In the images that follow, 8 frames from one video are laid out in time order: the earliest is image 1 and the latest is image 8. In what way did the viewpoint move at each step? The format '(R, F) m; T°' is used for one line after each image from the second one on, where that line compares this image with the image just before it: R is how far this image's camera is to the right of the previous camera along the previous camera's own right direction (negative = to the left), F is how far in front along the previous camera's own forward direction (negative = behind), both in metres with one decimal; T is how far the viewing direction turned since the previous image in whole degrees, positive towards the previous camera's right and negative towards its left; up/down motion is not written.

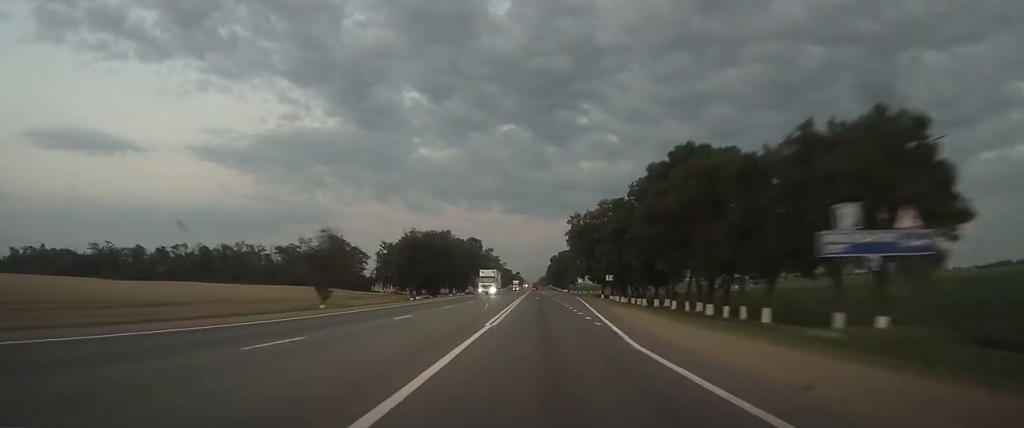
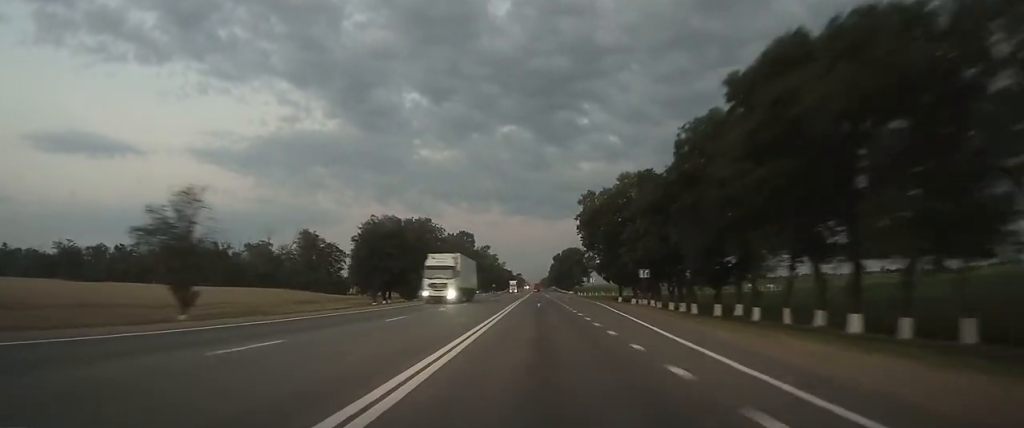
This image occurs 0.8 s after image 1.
(0.0, +24.8) m; 0°
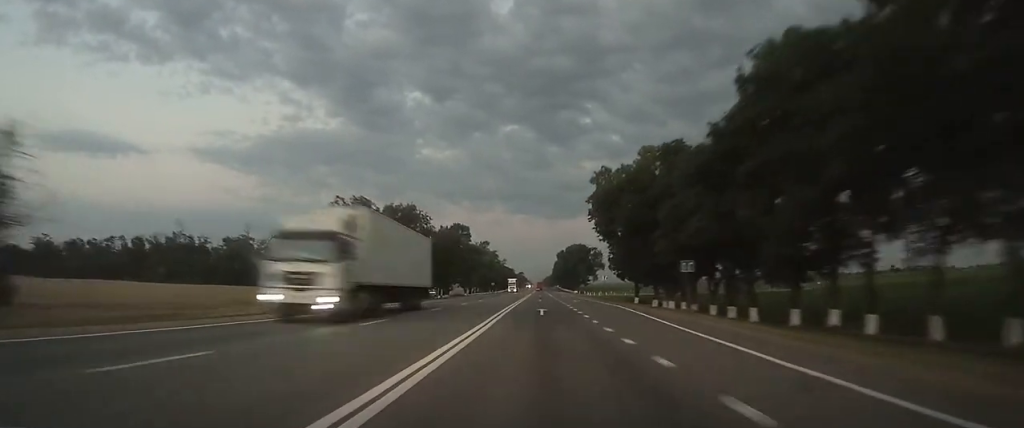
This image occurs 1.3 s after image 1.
(0.0, +14.9) m; 0°
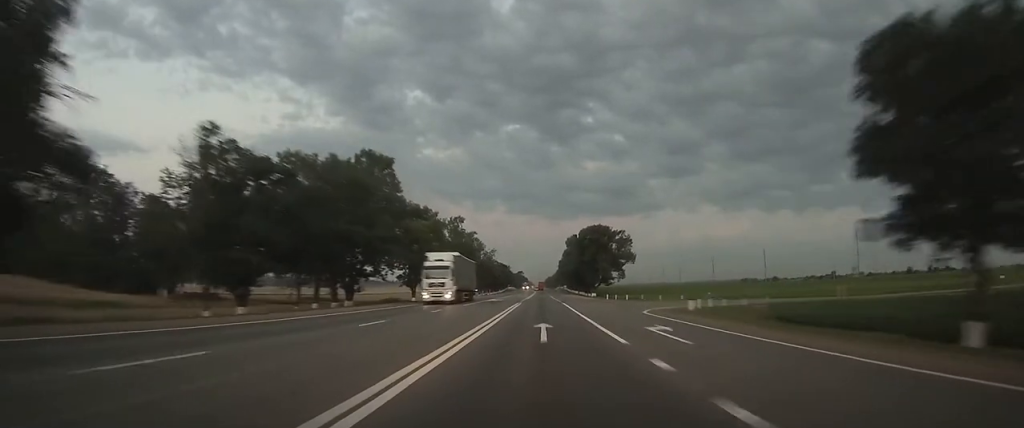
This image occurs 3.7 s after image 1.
(-0.1, +72.3) m; 0°
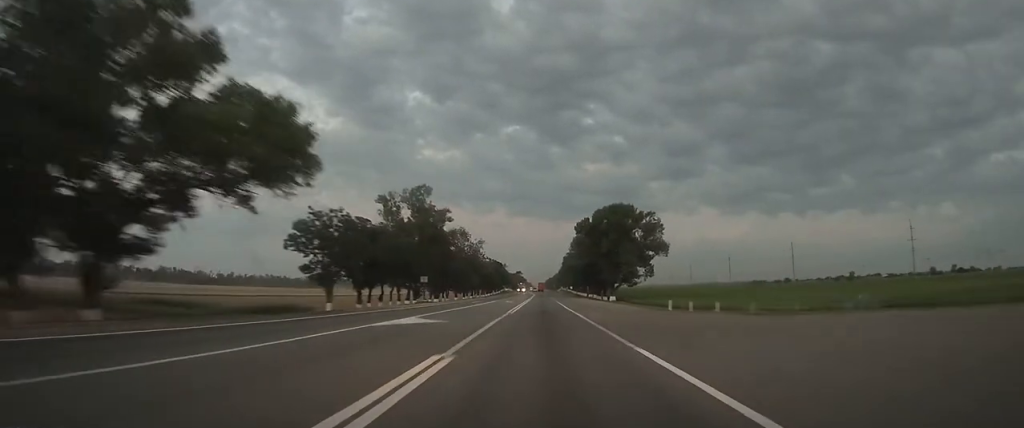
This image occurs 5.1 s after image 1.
(-0.1, +41.5) m; 0°
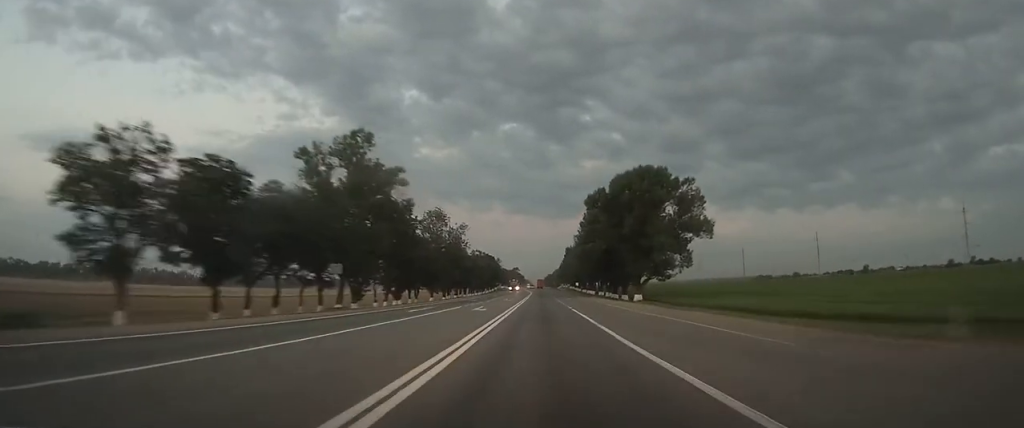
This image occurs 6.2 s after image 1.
(0.0, +32.6) m; 0°
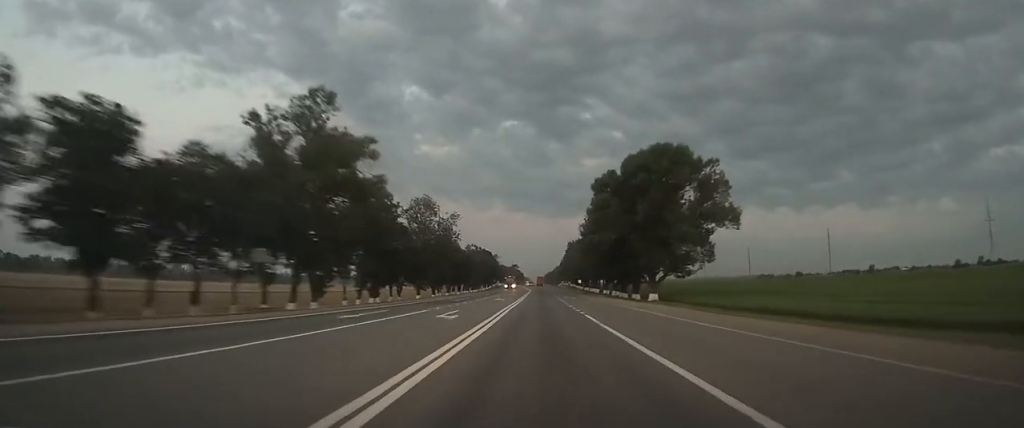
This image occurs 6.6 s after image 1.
(0.0, +12.3) m; 0°
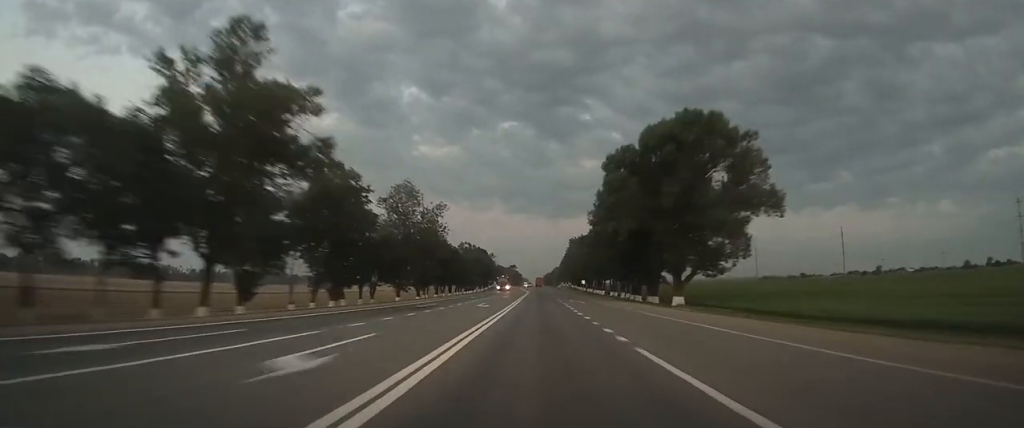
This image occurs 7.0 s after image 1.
(0.0, +14.3) m; 0°
